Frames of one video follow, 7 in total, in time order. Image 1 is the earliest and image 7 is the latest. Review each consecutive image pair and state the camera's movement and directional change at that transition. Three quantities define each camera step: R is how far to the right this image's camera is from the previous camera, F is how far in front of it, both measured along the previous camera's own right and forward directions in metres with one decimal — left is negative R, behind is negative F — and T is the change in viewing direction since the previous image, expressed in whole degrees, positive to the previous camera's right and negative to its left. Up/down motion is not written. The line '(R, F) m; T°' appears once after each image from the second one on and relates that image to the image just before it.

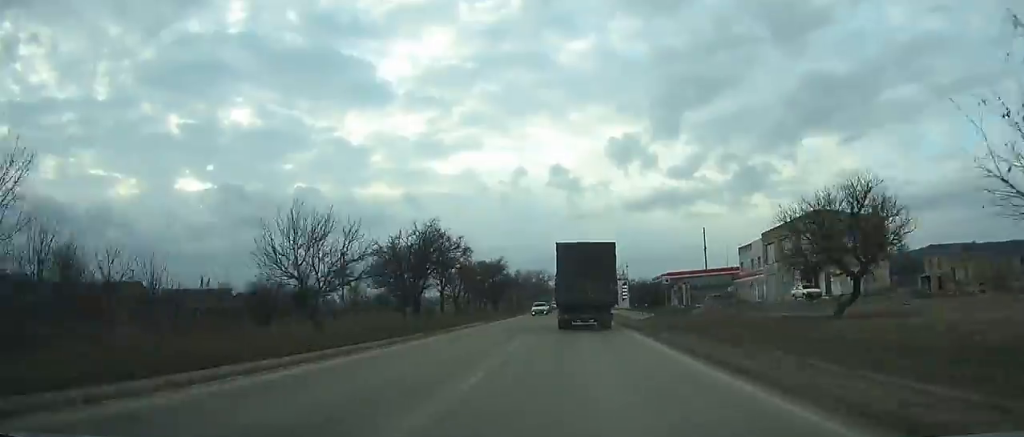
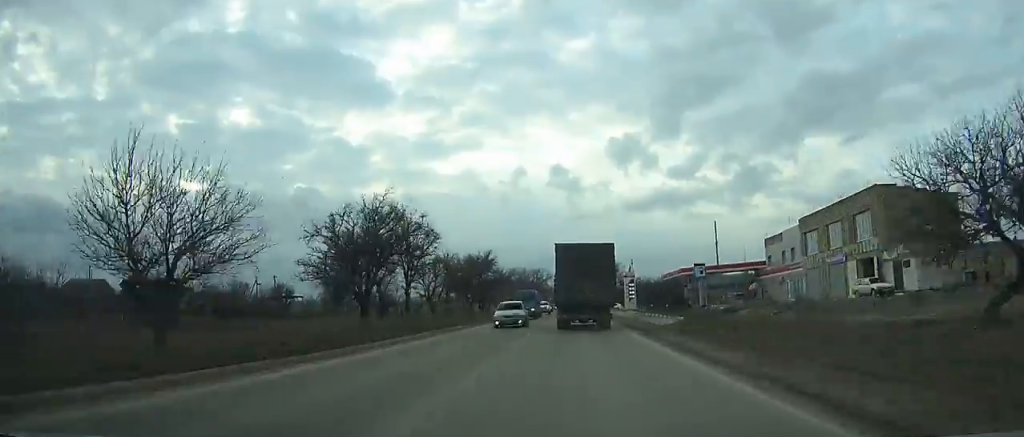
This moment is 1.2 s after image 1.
(0.0, +12.4) m; 0°
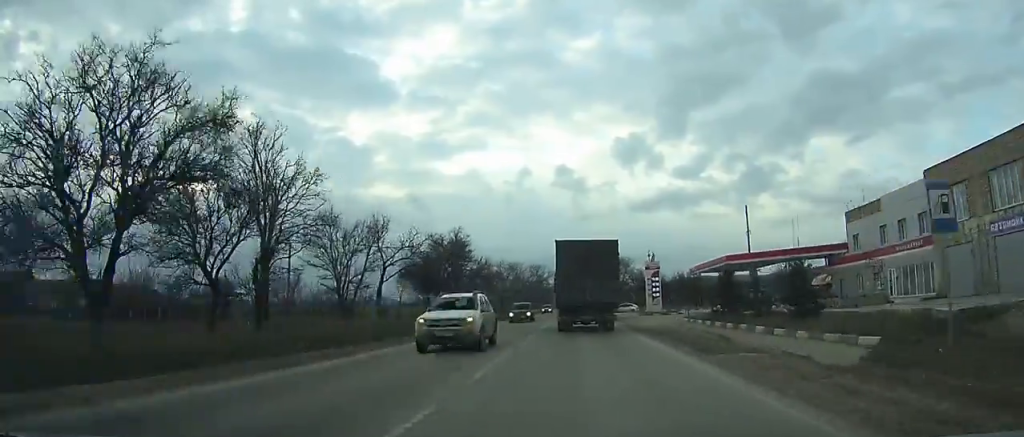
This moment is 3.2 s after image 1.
(+0.1, +22.7) m; 0°
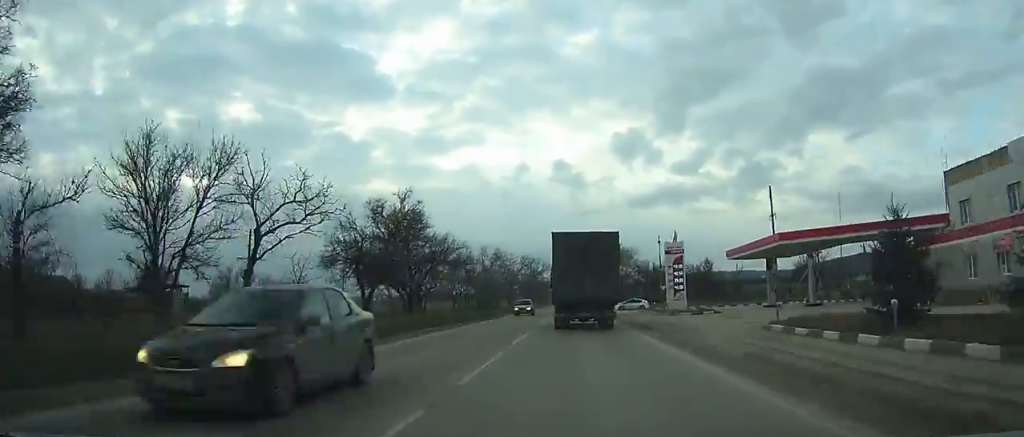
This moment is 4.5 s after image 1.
(+0.1, +15.1) m; 0°
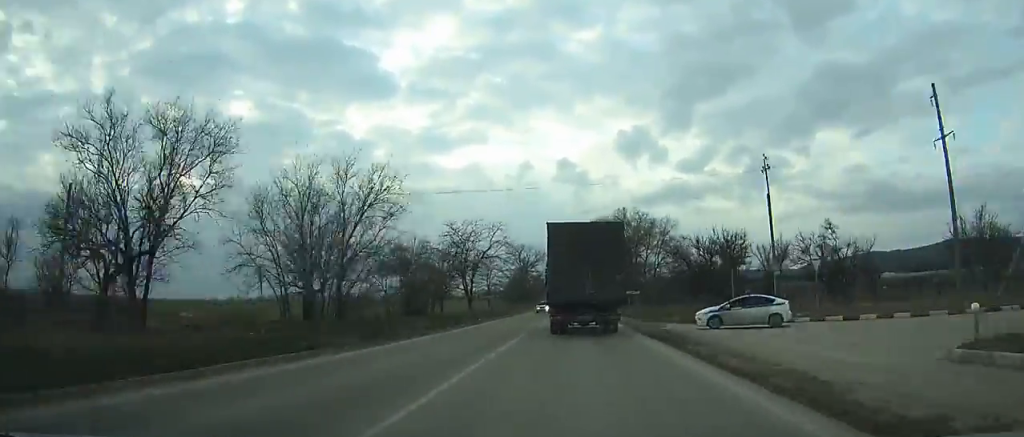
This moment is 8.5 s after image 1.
(-0.5, +50.1) m; -1°
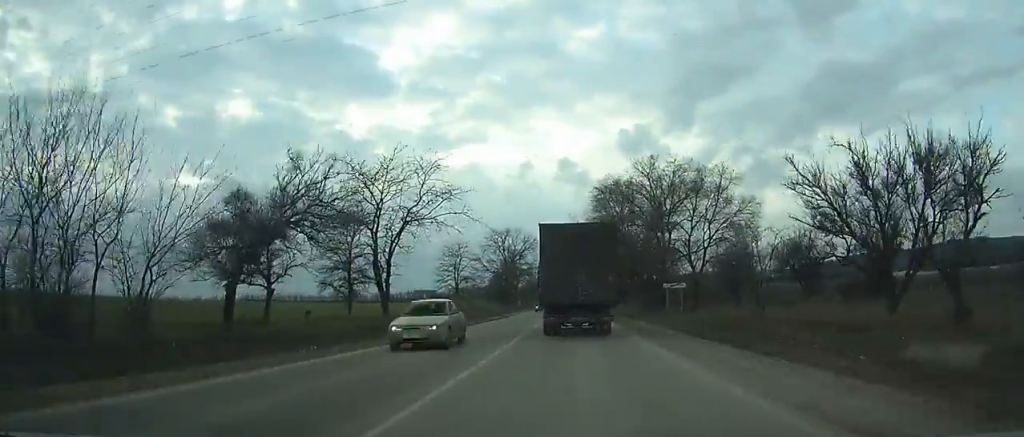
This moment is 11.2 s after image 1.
(0.0, +35.8) m; 0°
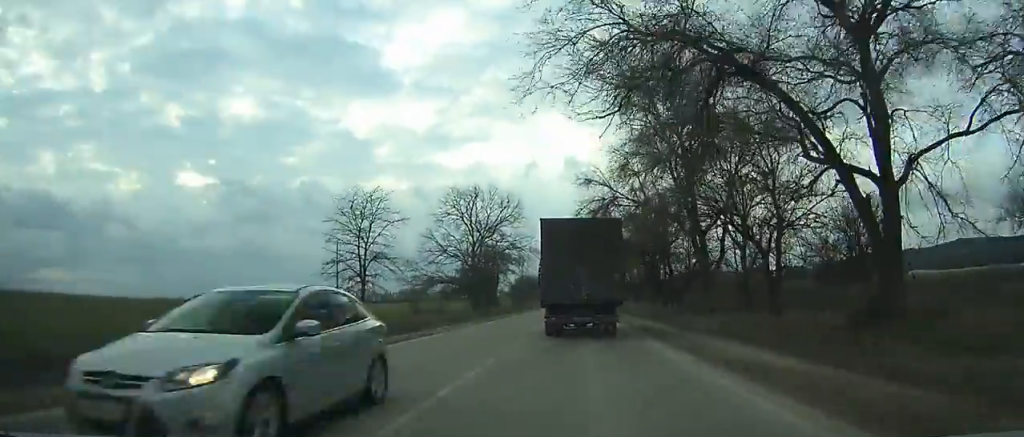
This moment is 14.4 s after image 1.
(-0.2, +46.0) m; 0°
